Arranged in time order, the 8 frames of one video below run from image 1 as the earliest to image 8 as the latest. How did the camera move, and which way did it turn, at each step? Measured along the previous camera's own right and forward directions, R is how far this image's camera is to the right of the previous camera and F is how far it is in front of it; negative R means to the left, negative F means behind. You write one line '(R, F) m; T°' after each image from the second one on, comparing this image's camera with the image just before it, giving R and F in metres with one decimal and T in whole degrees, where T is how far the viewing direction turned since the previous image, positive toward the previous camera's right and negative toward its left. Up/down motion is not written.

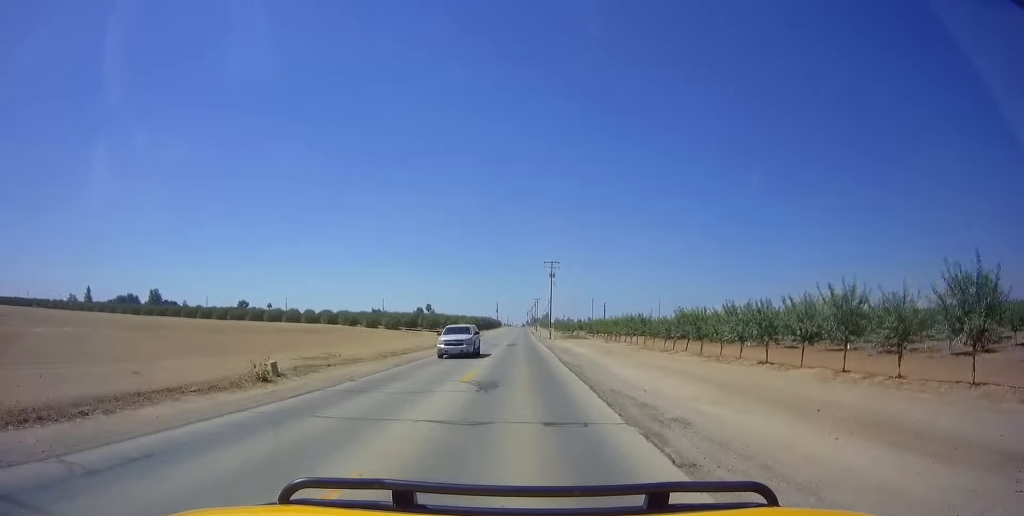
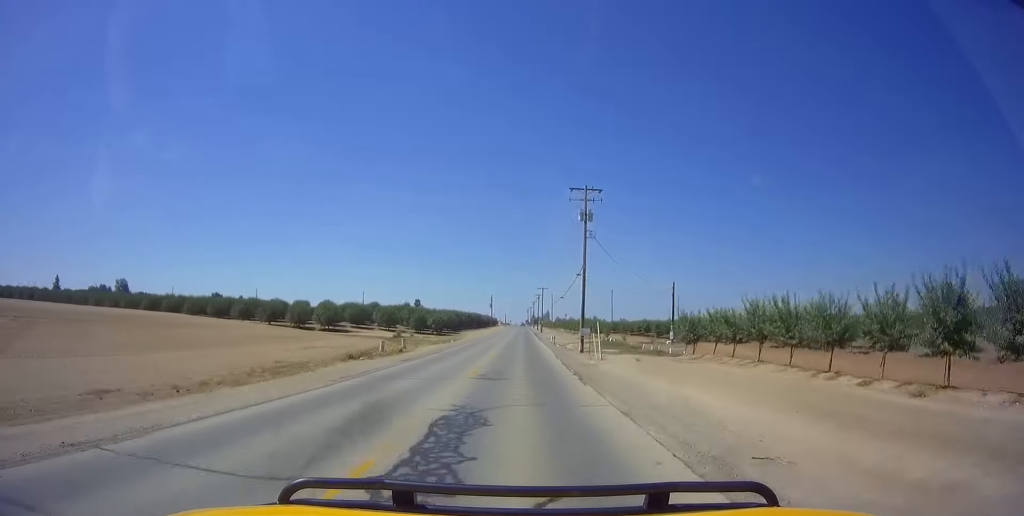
(+0.2, +42.0) m; +1°
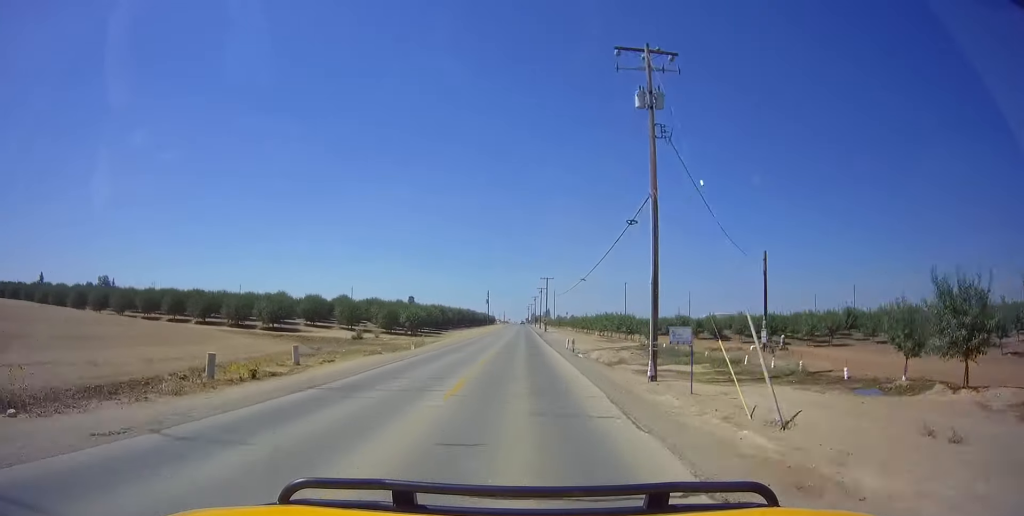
(+0.1, +19.5) m; 0°
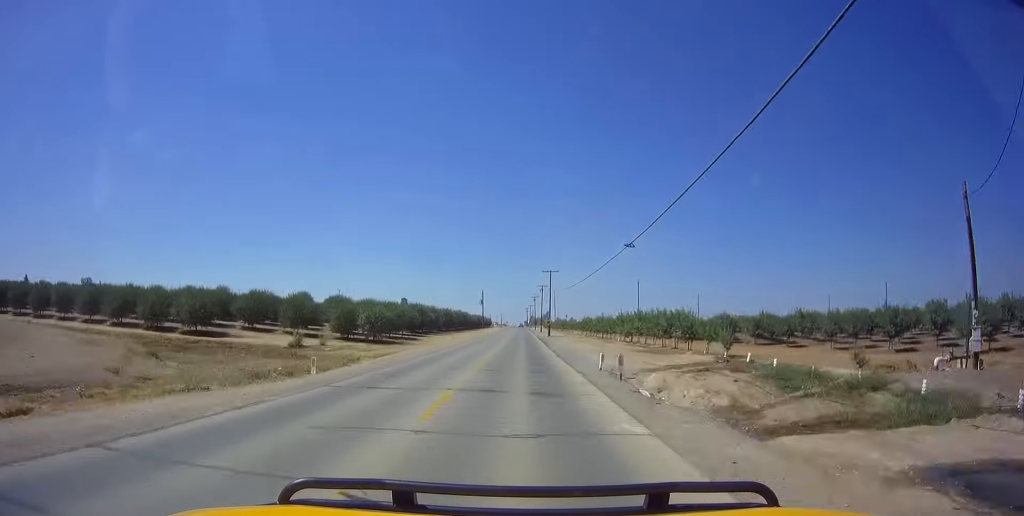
(0.0, +16.5) m; 0°
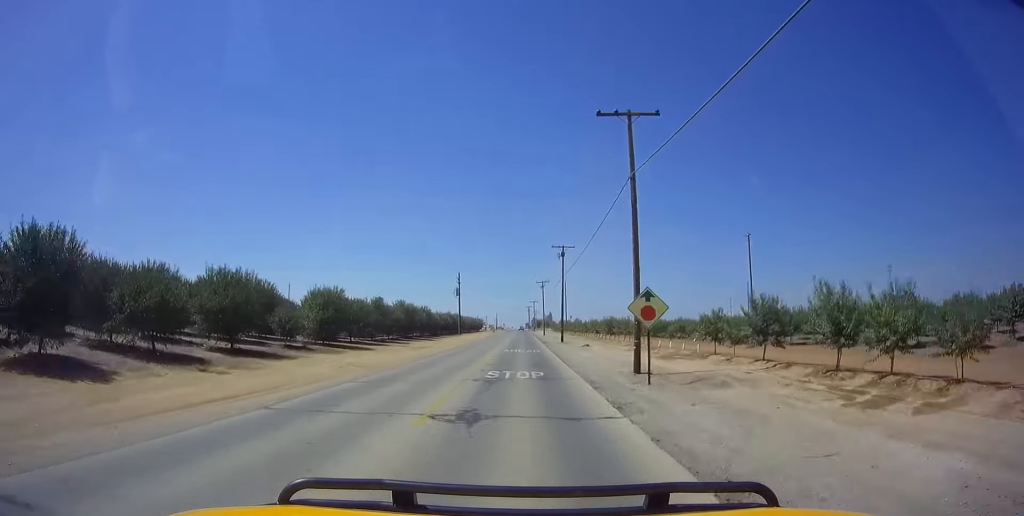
(-0.8, +57.2) m; -1°
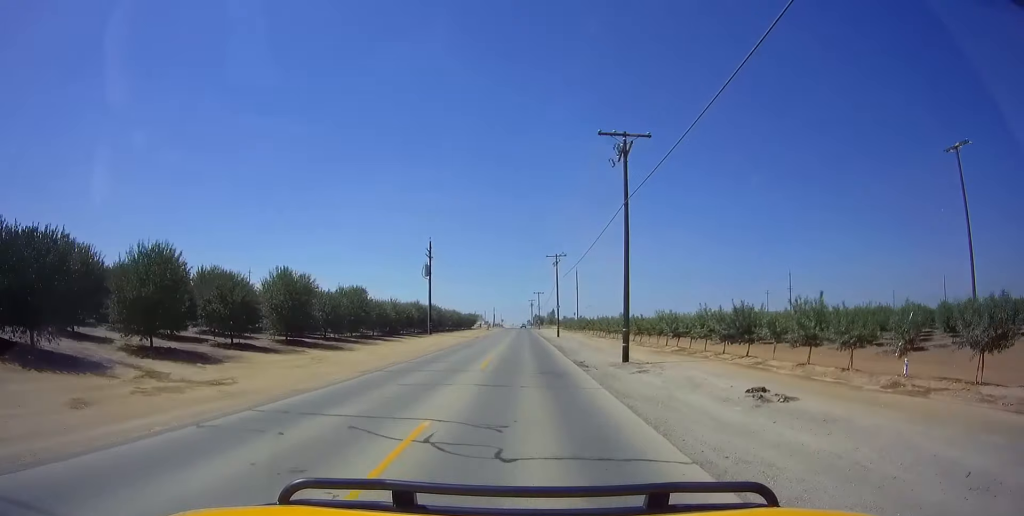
(+0.1, +31.1) m; +1°
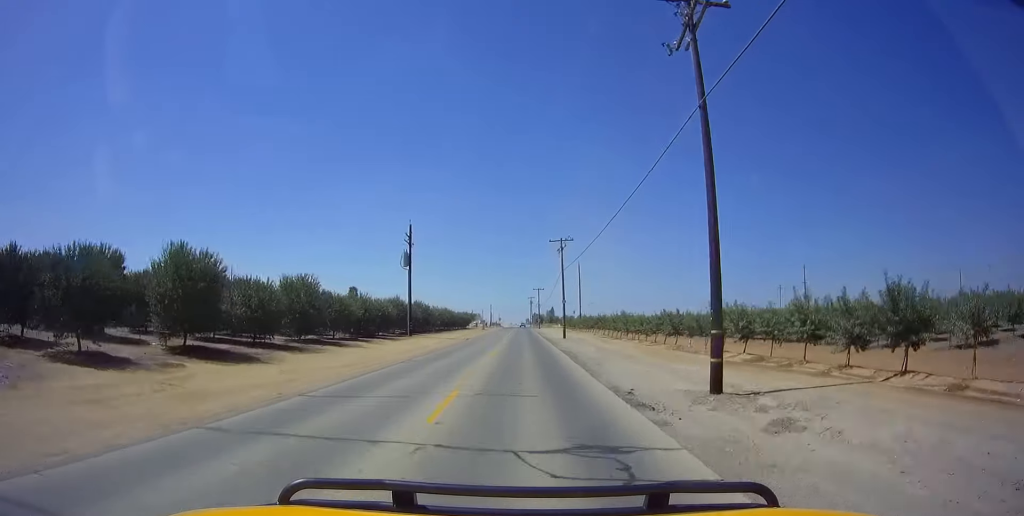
(+0.1, +9.7) m; 0°
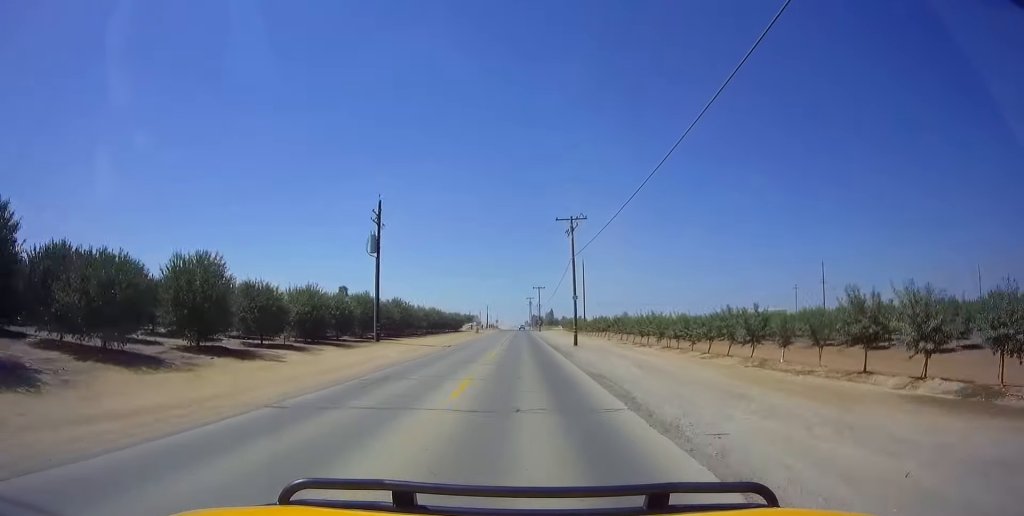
(+0.1, +11.0) m; 0°
